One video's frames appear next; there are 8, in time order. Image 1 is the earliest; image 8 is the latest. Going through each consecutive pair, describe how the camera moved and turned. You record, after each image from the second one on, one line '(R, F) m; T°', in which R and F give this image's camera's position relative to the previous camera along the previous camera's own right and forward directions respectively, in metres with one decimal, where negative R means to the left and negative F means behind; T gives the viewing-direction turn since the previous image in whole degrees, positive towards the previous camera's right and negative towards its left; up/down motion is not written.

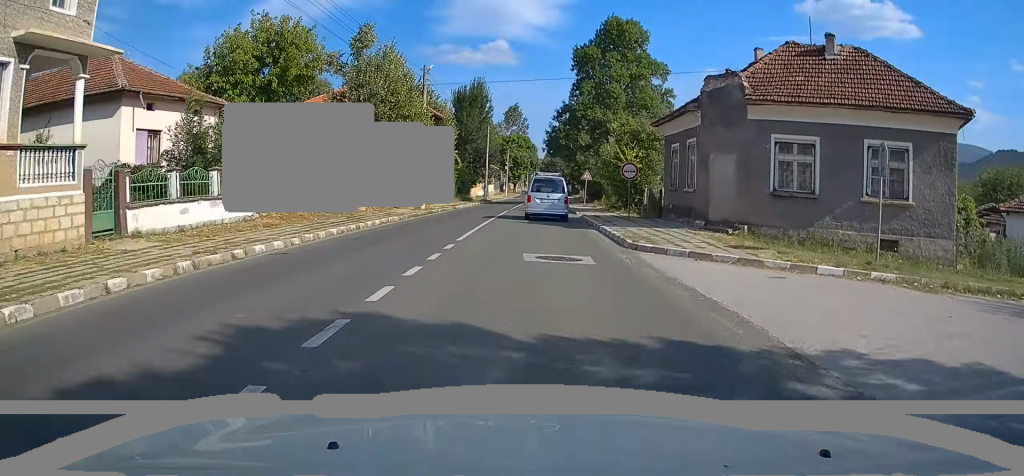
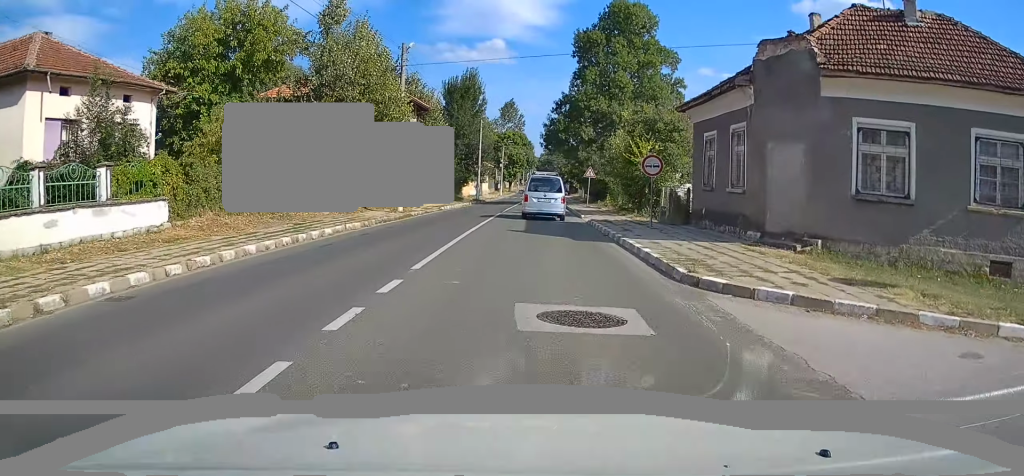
(+0.2, +5.5) m; 0°
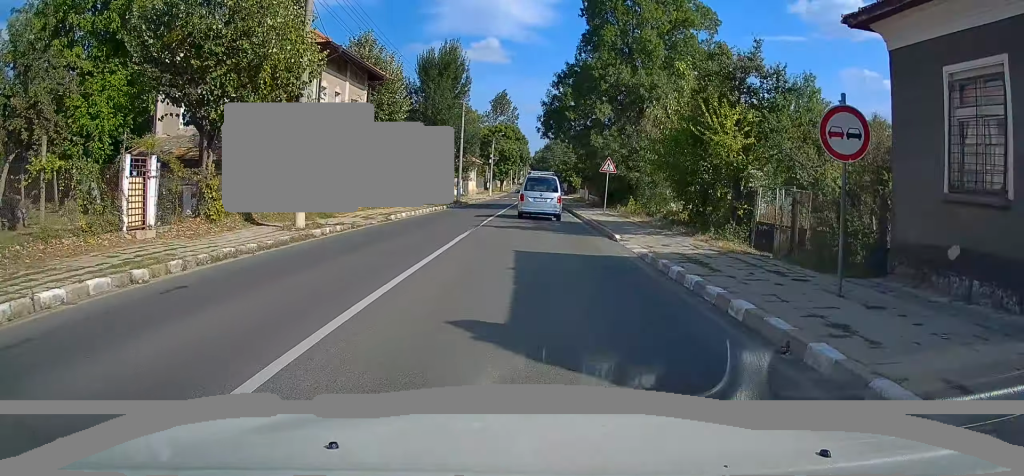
(-0.2, +13.1) m; +1°
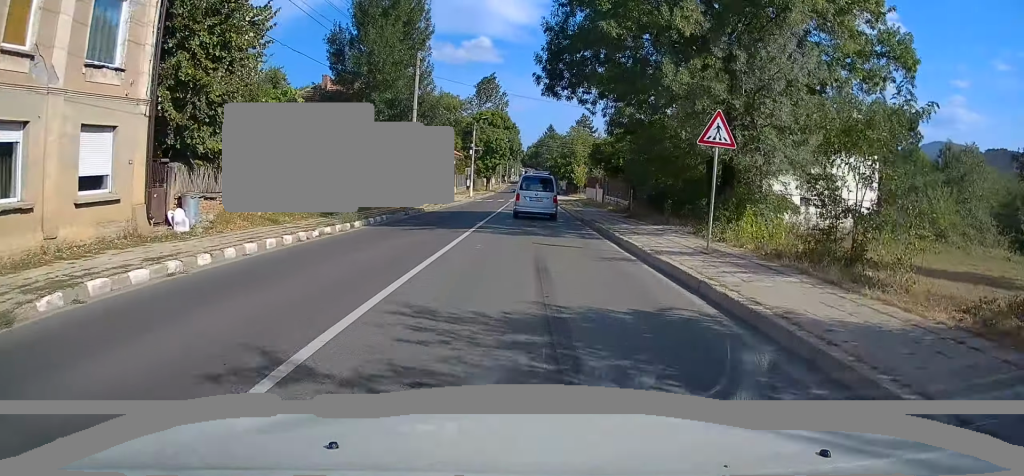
(+0.6, +19.2) m; +1°
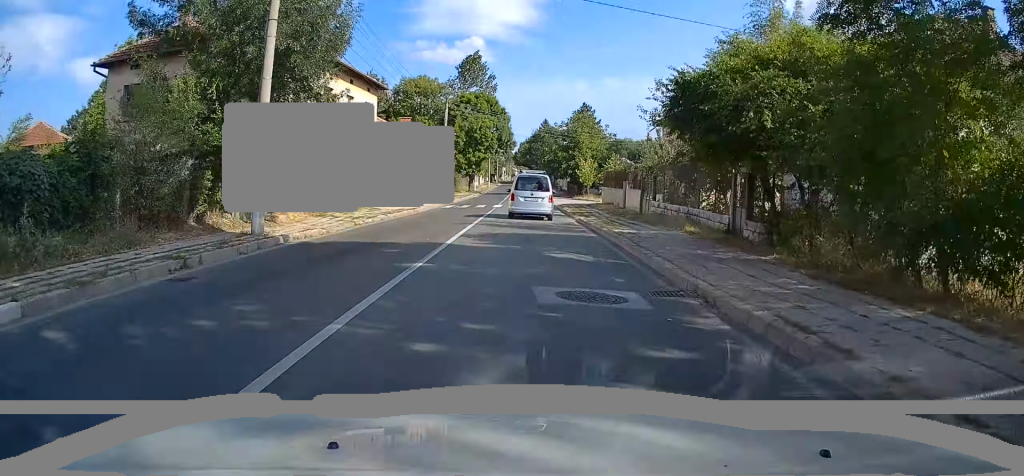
(-0.5, +18.9) m; 0°
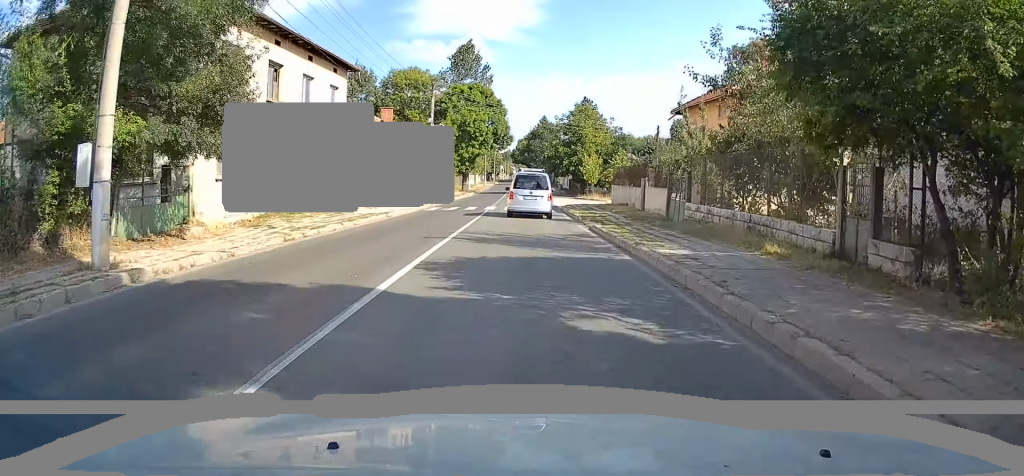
(0.0, +6.2) m; +1°
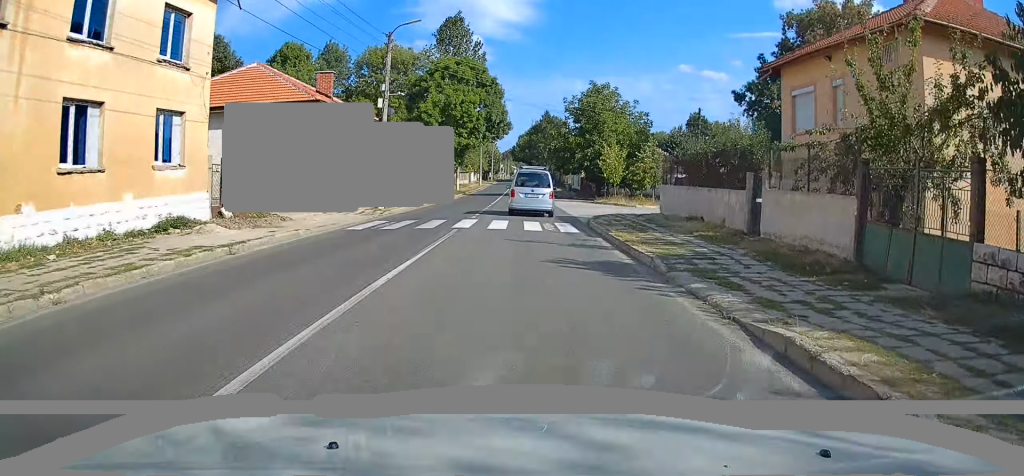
(+0.2, +14.7) m; 0°
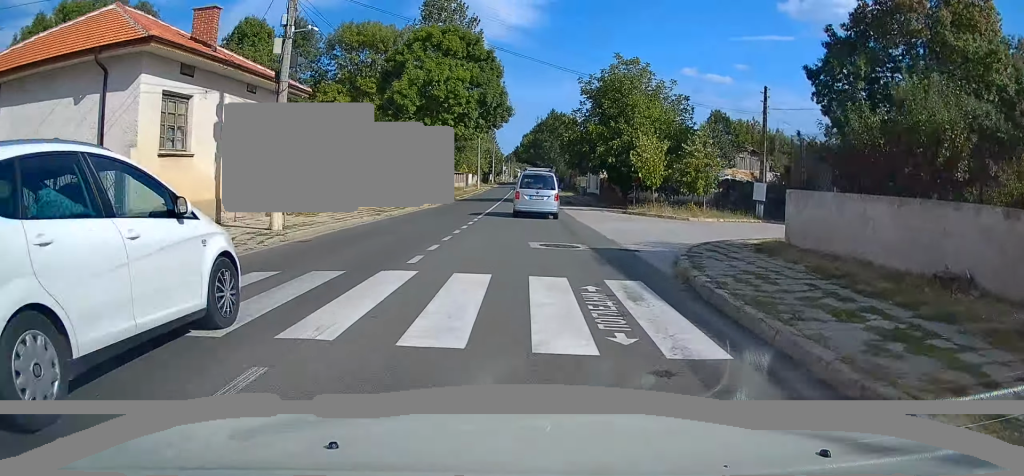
(-0.3, +13.0) m; 0°
